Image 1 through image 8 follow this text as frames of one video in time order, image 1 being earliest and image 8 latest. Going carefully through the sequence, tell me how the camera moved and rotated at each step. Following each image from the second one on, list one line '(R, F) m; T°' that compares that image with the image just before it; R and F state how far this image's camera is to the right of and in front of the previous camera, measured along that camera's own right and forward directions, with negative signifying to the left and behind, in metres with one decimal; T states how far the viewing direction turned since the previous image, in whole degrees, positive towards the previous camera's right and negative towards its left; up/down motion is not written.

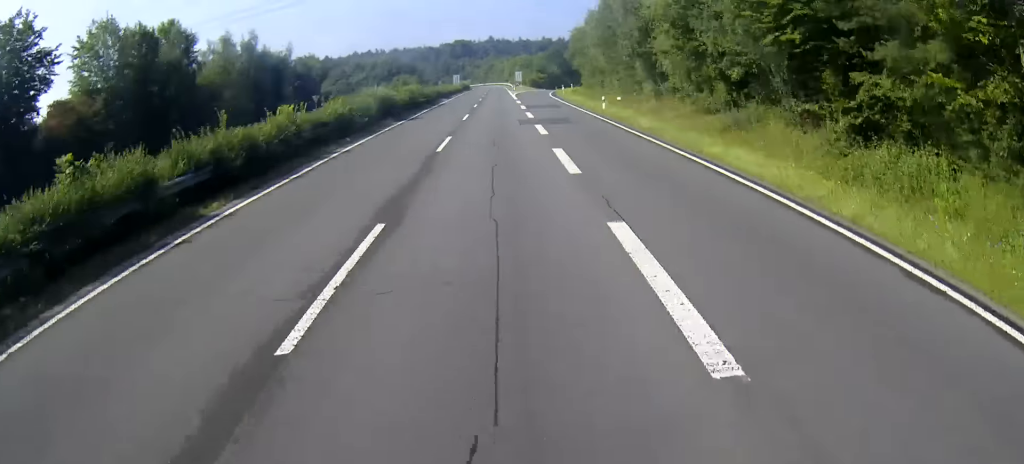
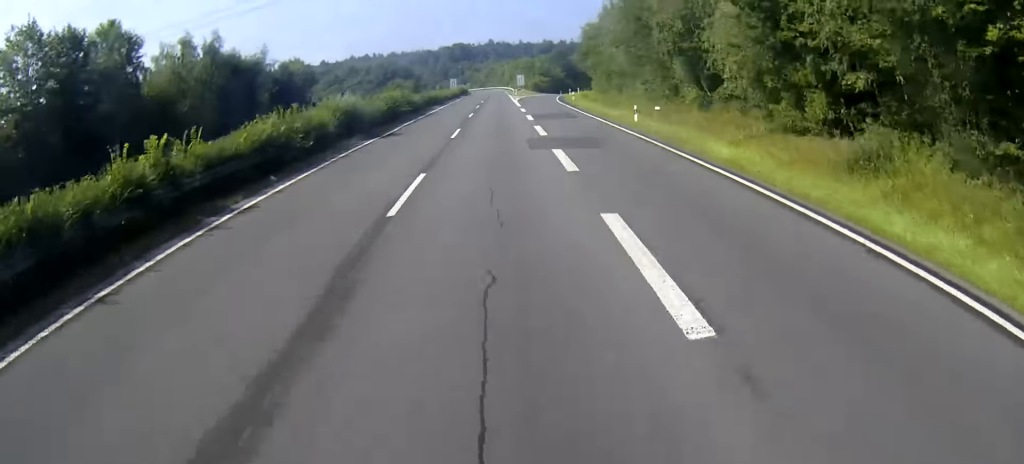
(0.0, +11.1) m; 0°
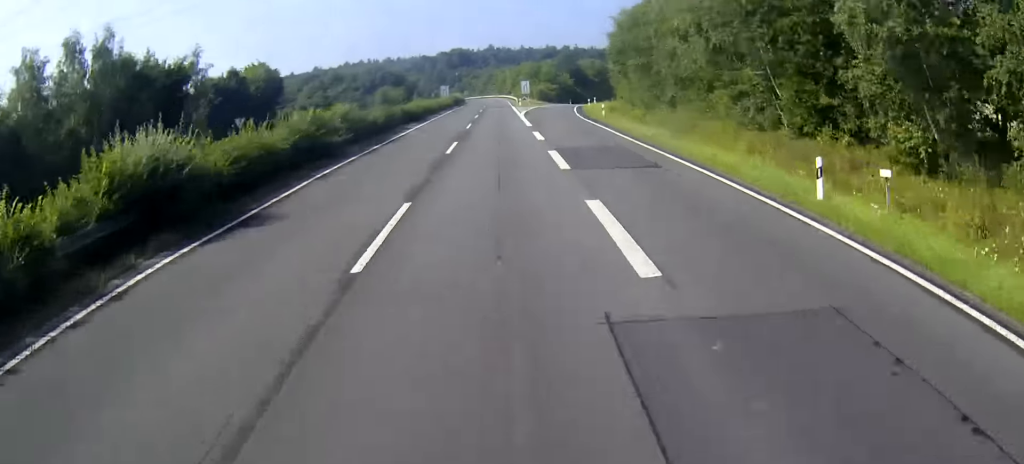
(-0.1, +21.8) m; 0°
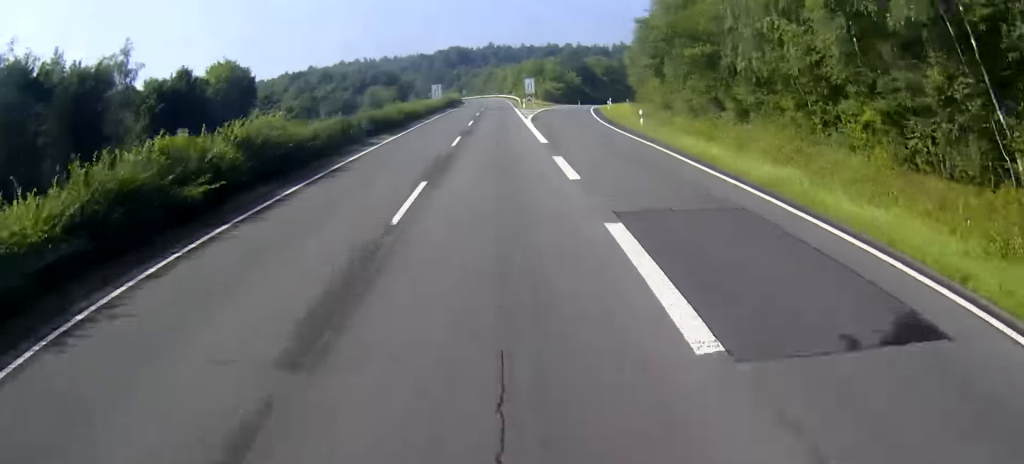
(0.0, +14.2) m; 0°
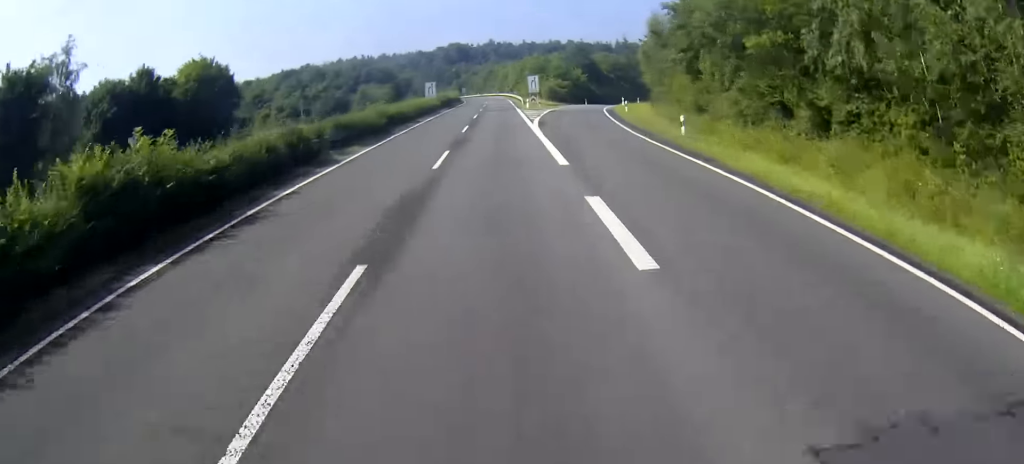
(0.0, +9.2) m; 0°
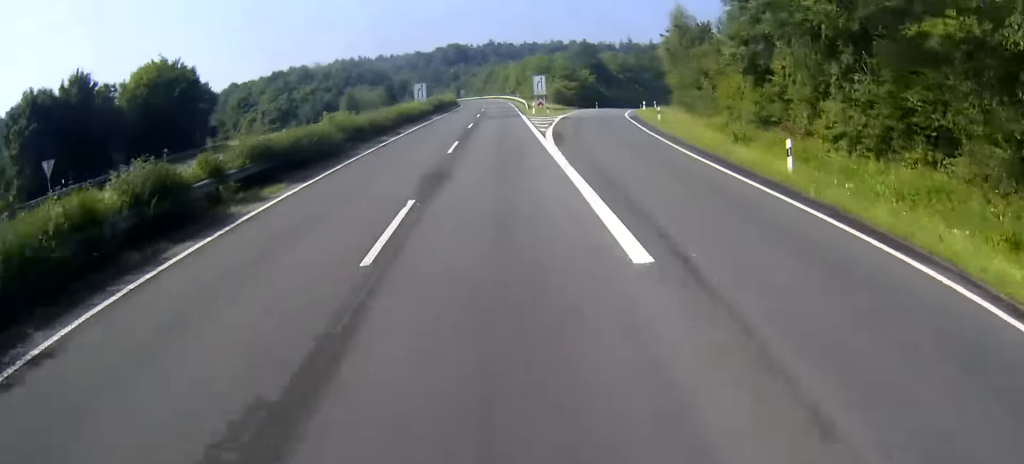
(0.0, +11.7) m; 0°
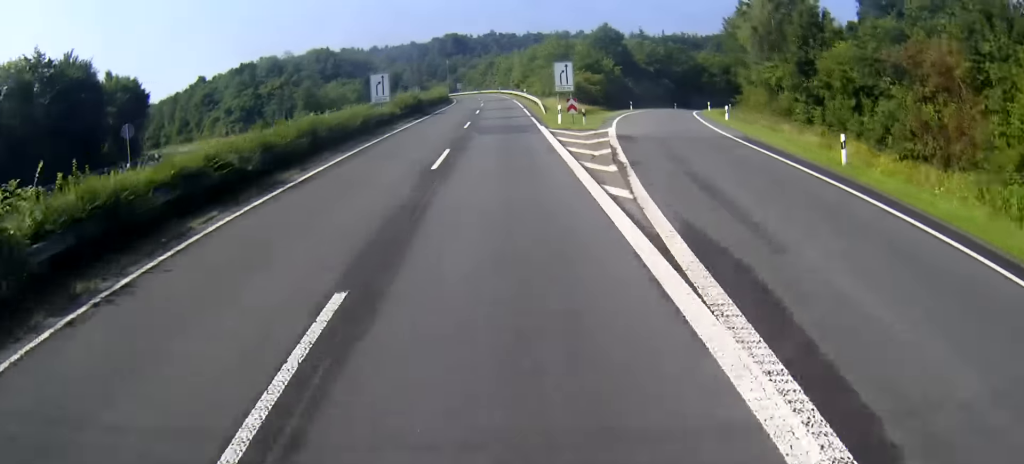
(0.0, +25.9) m; 0°
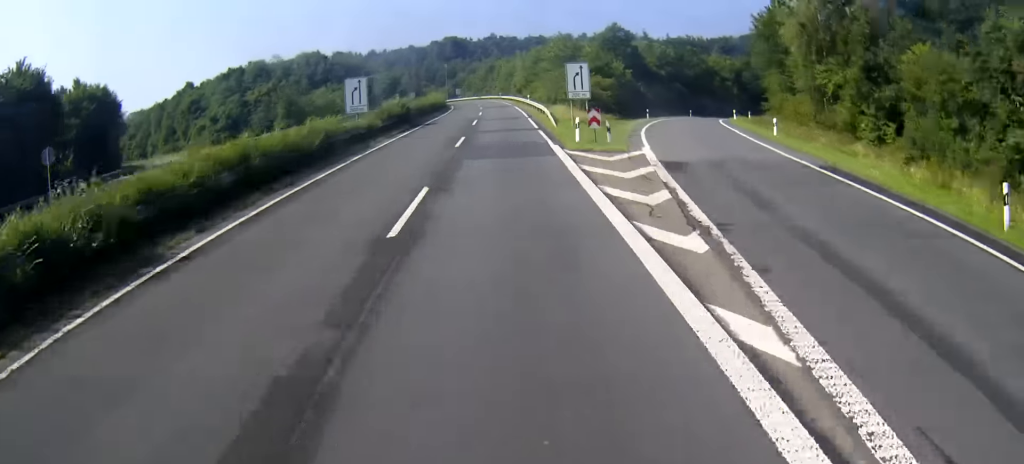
(0.0, +8.3) m; 0°
